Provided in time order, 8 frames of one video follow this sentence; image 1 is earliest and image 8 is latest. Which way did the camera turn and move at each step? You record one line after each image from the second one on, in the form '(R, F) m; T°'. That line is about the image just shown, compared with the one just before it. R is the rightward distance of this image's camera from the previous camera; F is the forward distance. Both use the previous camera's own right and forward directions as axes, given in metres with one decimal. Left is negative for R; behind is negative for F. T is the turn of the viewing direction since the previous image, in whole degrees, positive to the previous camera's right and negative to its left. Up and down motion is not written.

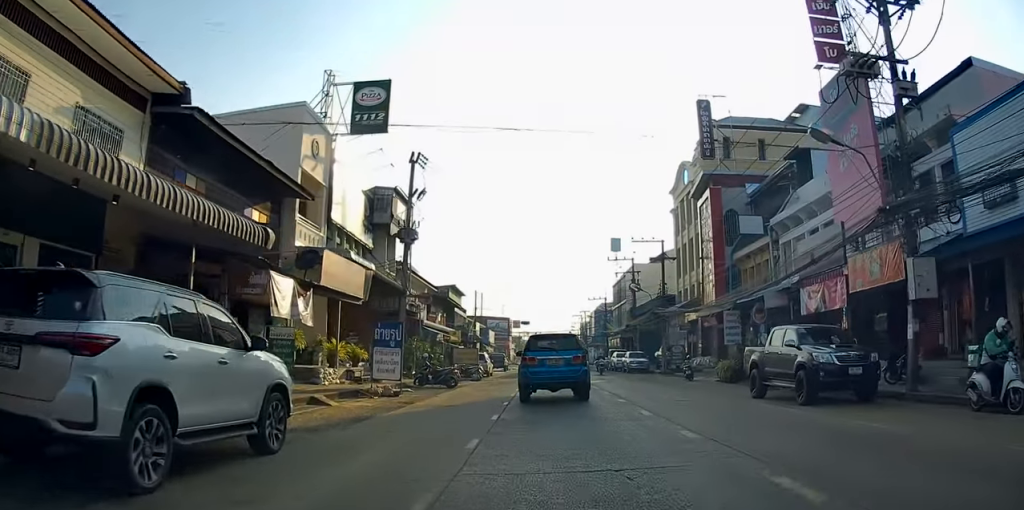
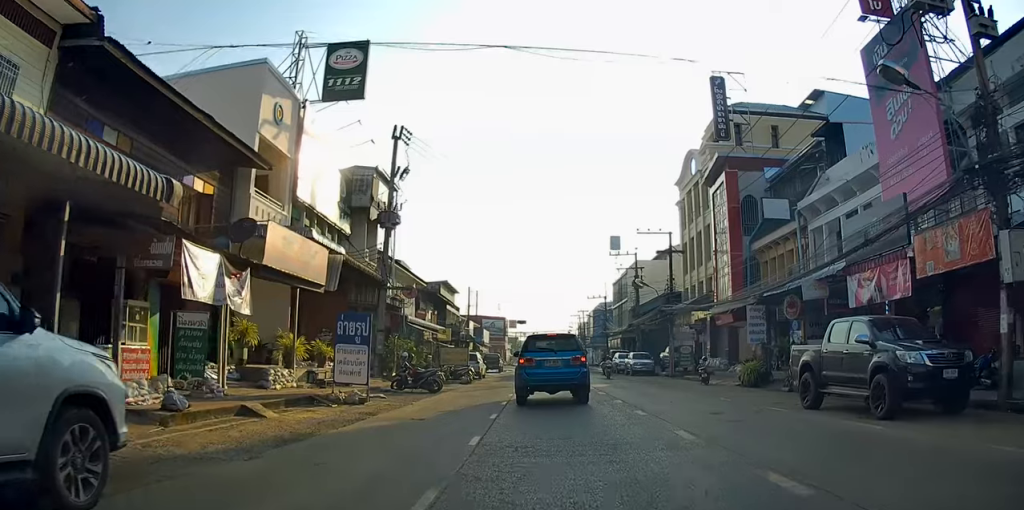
(+0.1, +3.8) m; -1°
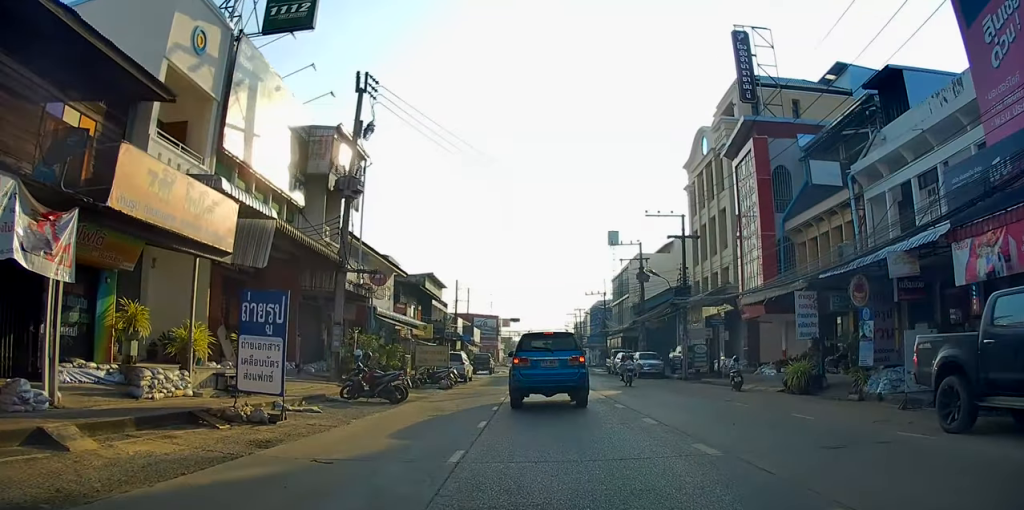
(0.0, +5.6) m; -1°
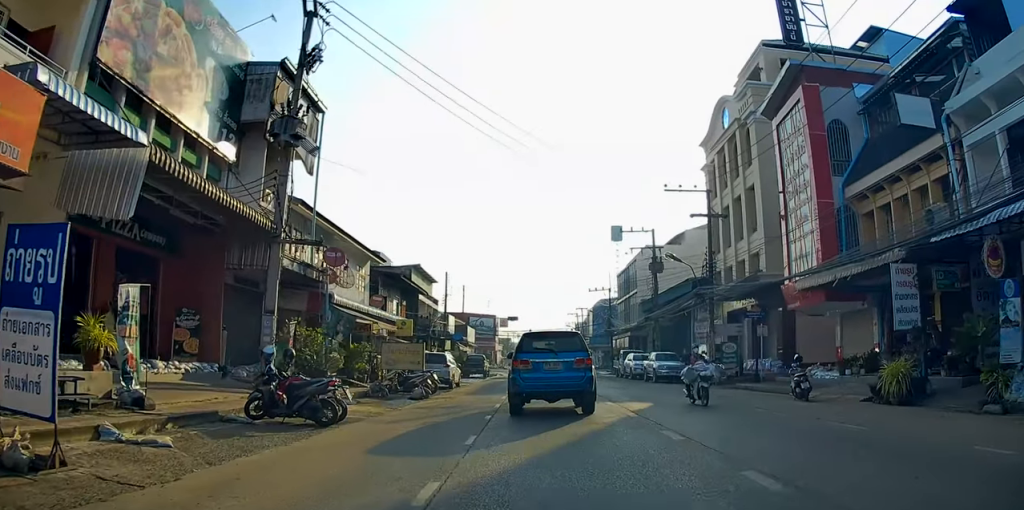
(-0.1, +6.2) m; +1°
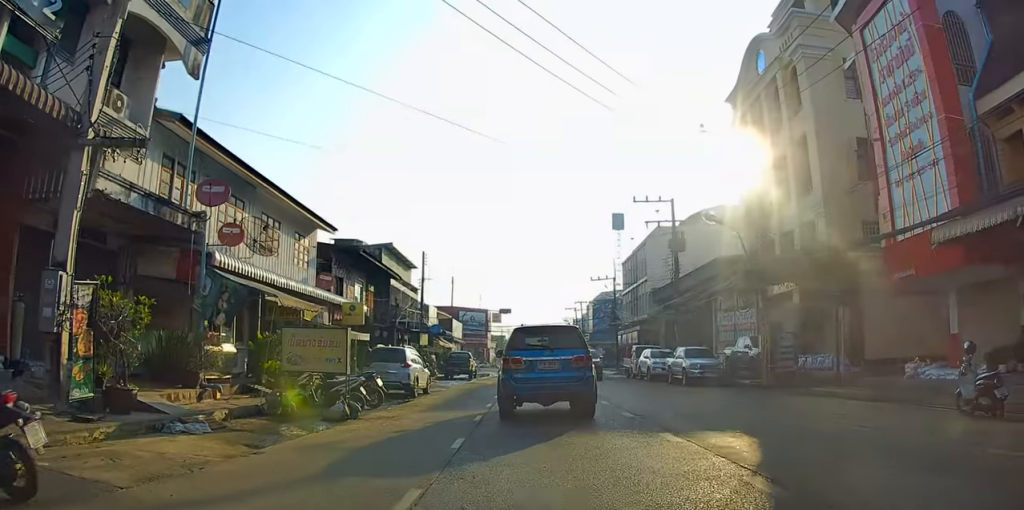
(+0.5, +8.7) m; +3°
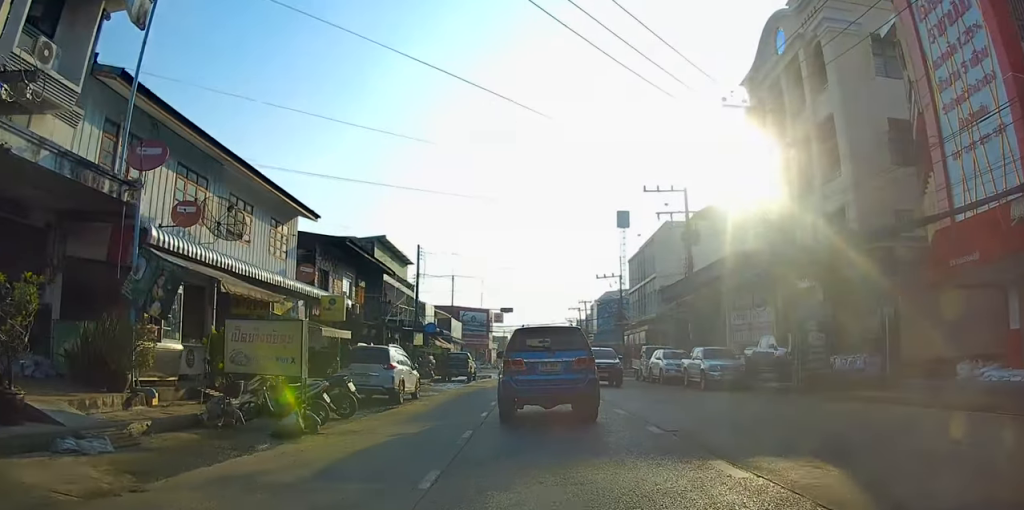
(-0.1, +3.0) m; 0°
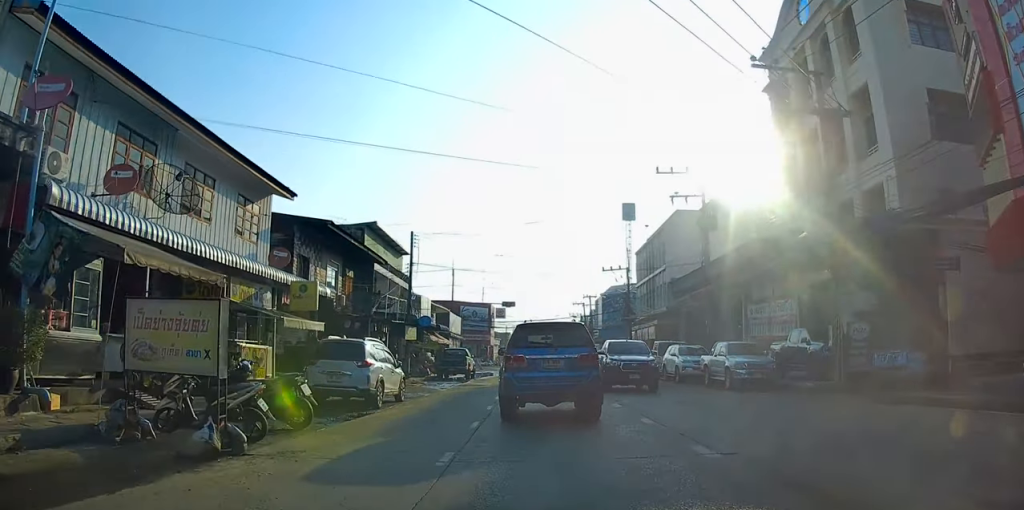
(-0.1, +3.3) m; +1°
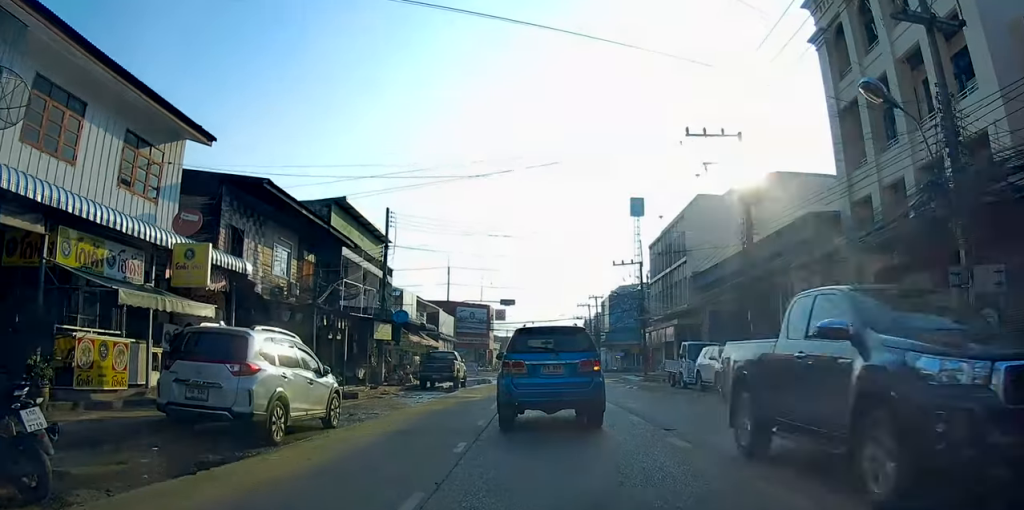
(+0.5, +6.6) m; +4°
